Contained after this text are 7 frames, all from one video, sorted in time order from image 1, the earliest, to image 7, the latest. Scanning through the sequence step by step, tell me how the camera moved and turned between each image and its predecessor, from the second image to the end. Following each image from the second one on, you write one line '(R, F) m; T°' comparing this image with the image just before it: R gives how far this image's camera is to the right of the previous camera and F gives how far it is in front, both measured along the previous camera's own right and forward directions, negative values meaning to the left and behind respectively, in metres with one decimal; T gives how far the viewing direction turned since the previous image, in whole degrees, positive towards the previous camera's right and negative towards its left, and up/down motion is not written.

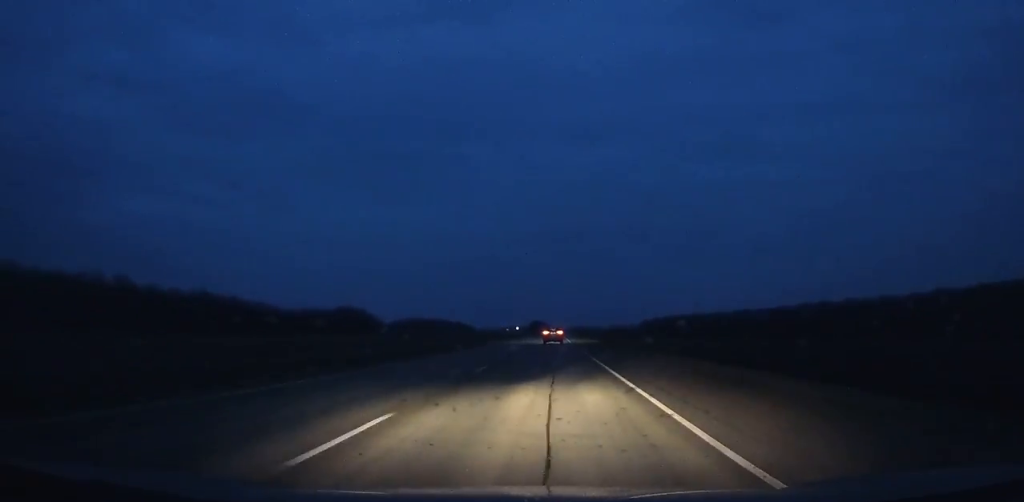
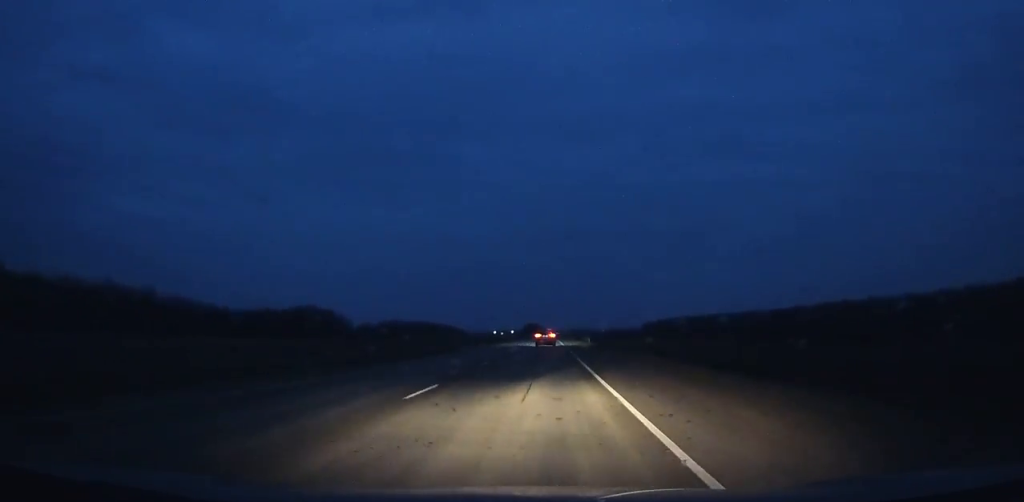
(+0.3, +66.0) m; 0°
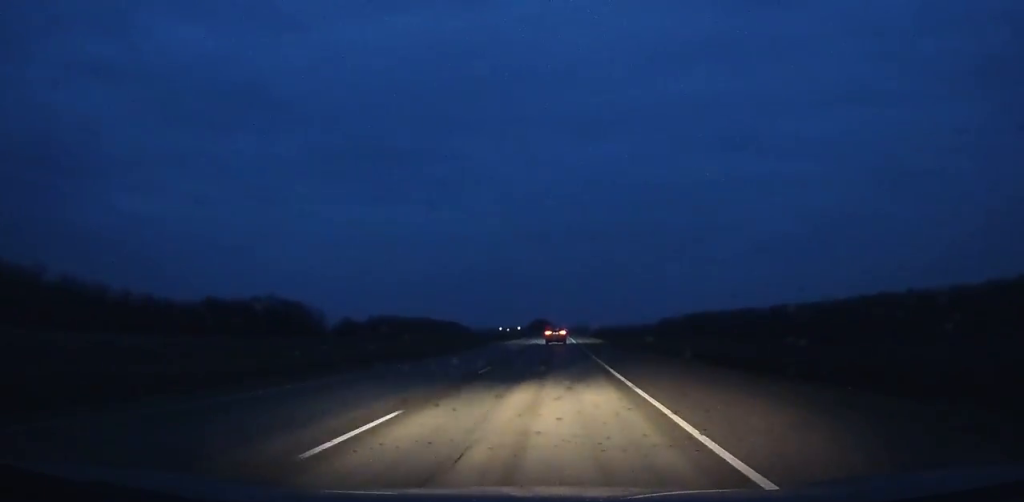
(-0.3, +65.8) m; 0°
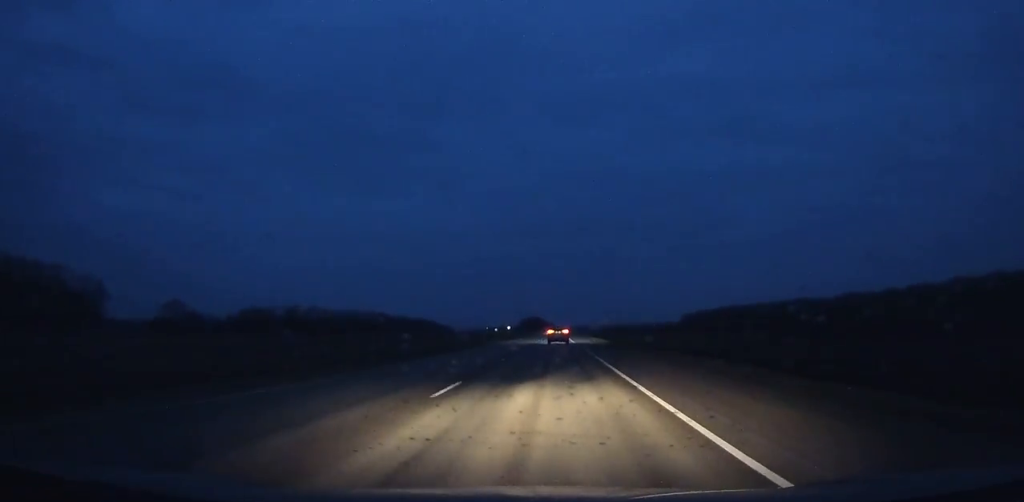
(-0.5, +186.2) m; -1°
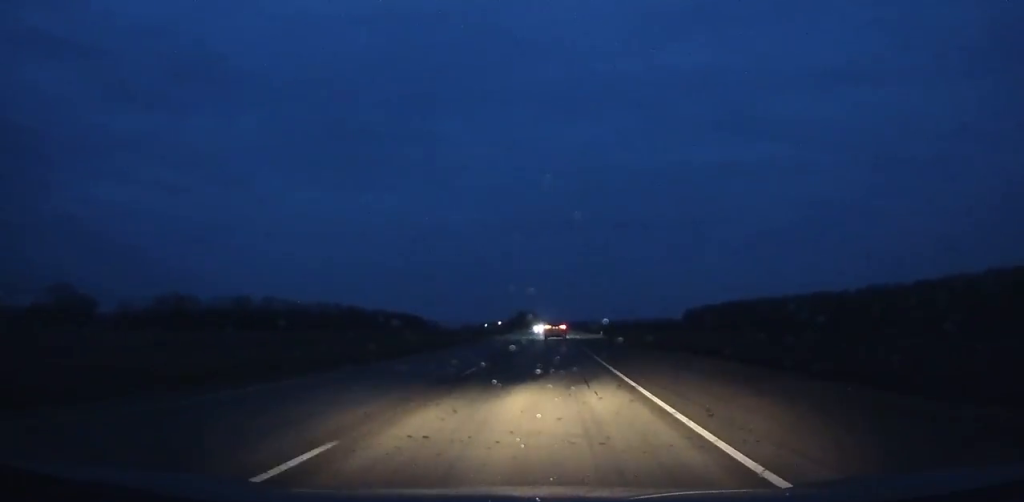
(-0.1, +55.6) m; 0°
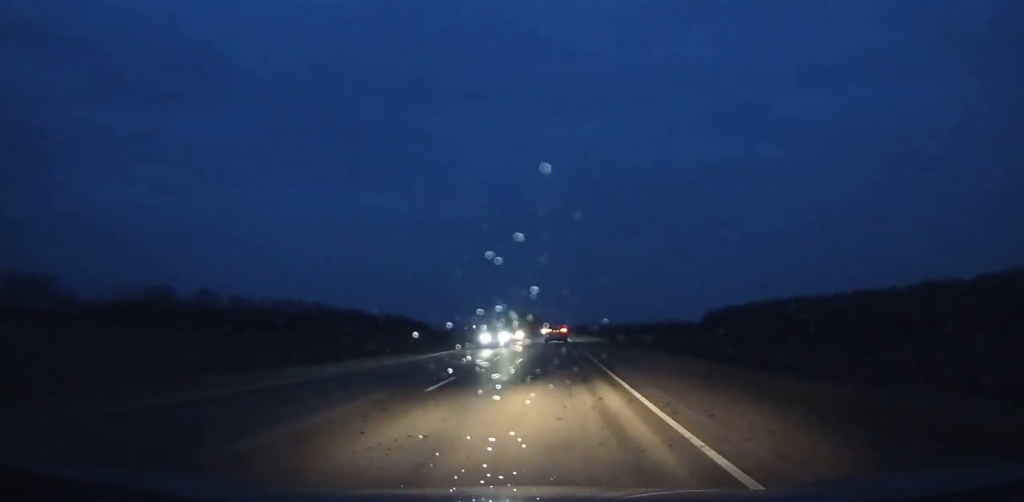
(0.0, +75.3) m; 0°
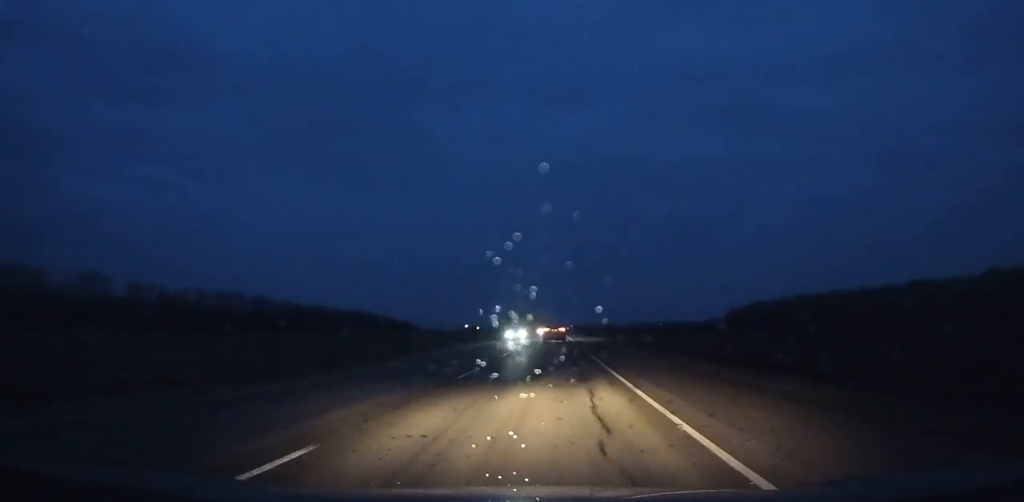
(+0.1, +81.3) m; 0°
